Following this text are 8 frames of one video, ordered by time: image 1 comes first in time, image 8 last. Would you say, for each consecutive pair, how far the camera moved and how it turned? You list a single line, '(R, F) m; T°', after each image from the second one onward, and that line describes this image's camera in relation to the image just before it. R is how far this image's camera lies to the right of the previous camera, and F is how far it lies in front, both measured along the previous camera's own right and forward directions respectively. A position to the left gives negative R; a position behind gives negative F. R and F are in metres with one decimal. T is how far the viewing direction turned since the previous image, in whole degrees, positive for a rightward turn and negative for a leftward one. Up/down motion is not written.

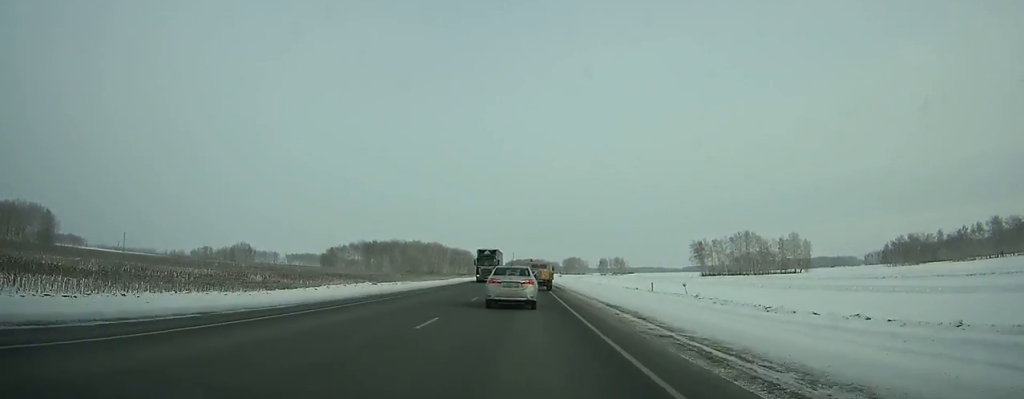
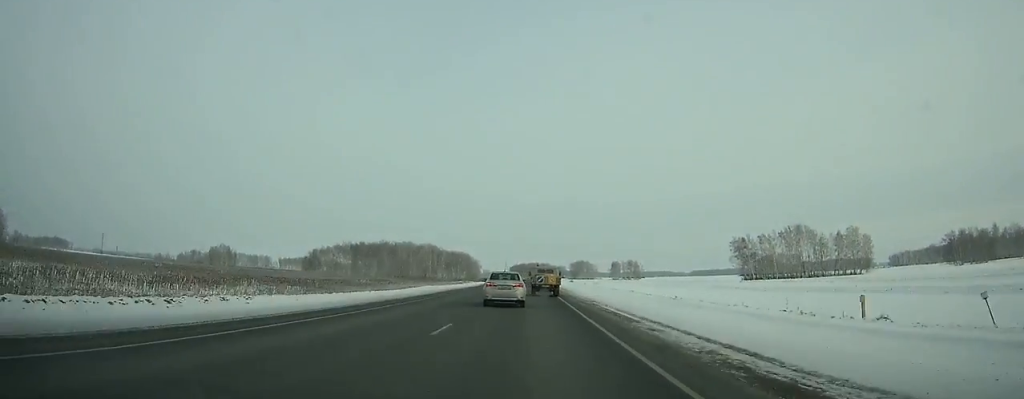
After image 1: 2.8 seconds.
(-0.2, +54.1) m; -1°
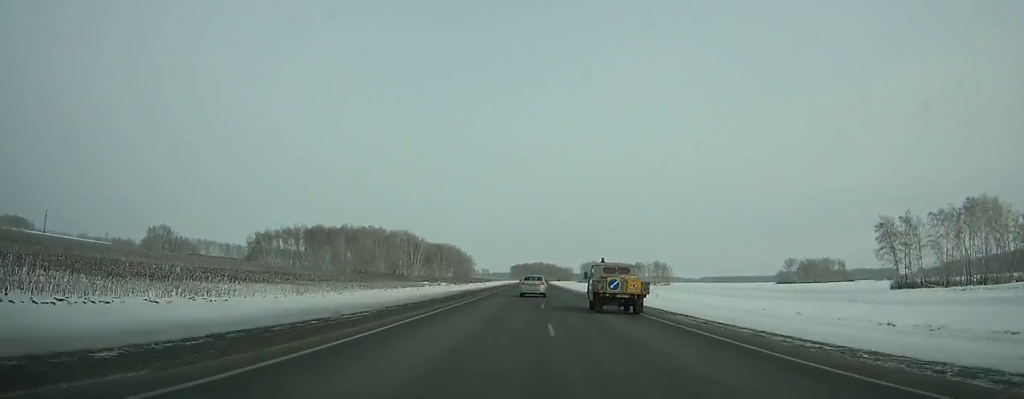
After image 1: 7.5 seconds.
(-0.8, +100.2) m; 0°
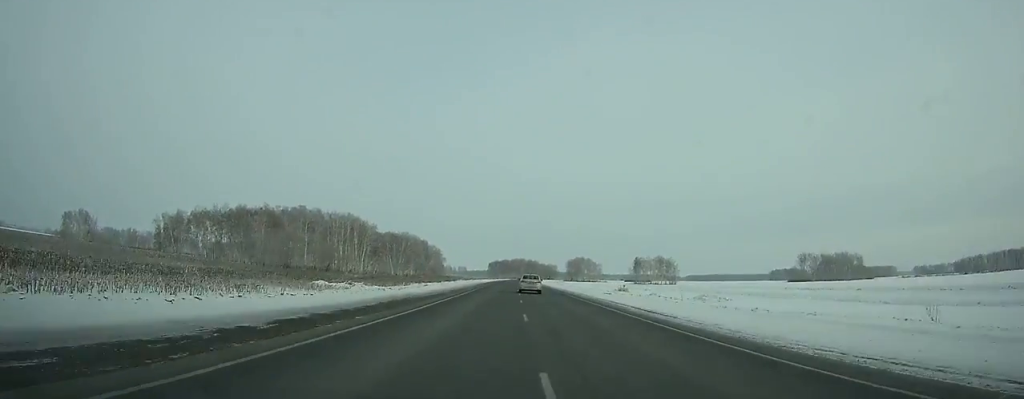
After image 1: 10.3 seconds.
(+0.9, +69.3) m; +1°
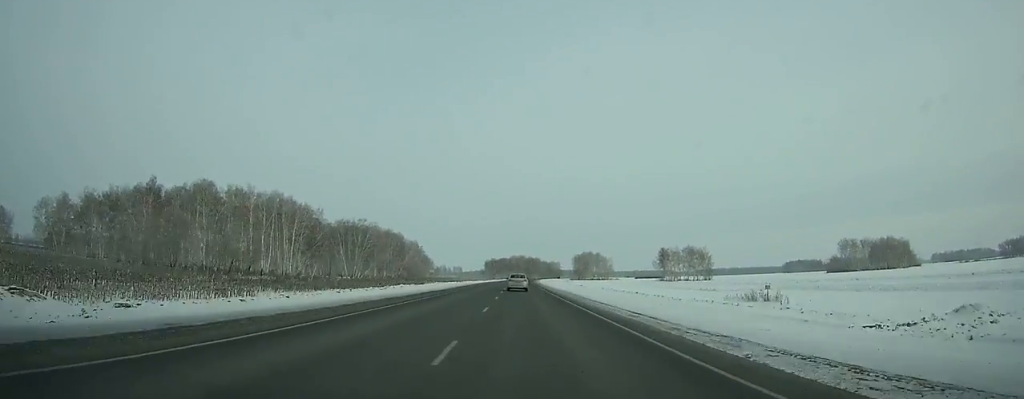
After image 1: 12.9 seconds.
(0.0, +69.6) m; 0°
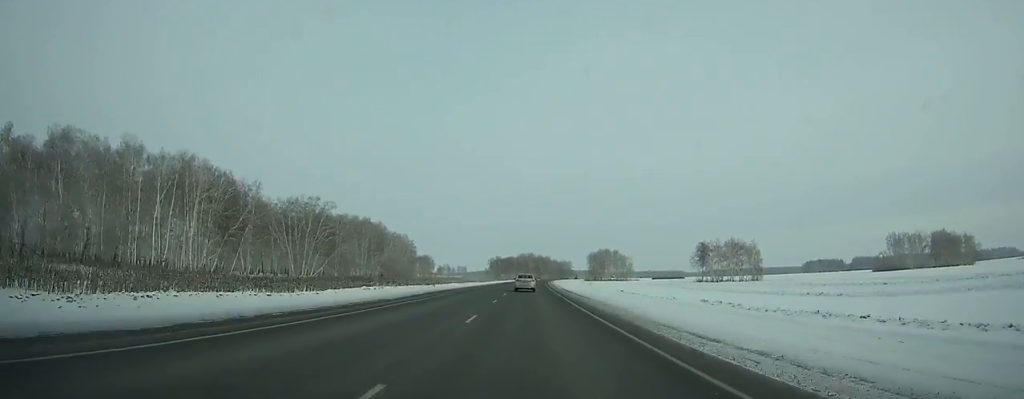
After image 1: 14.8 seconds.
(+0.1, +52.8) m; 0°
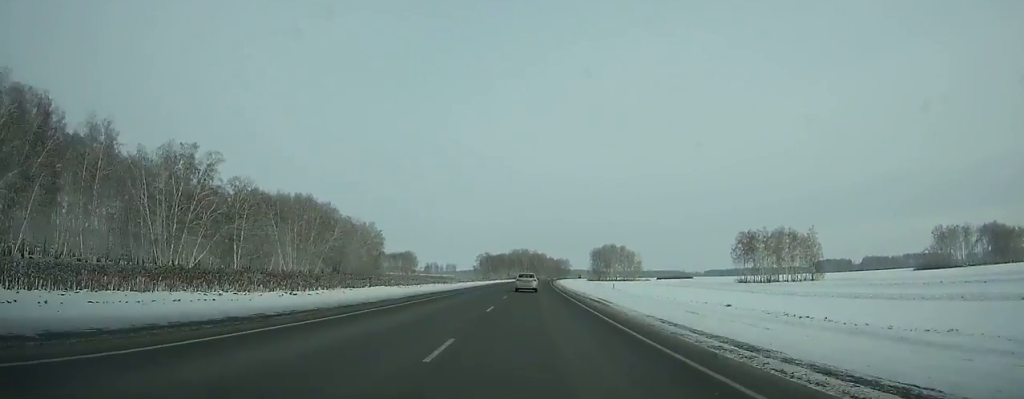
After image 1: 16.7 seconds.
(0.0, +53.6) m; +1°
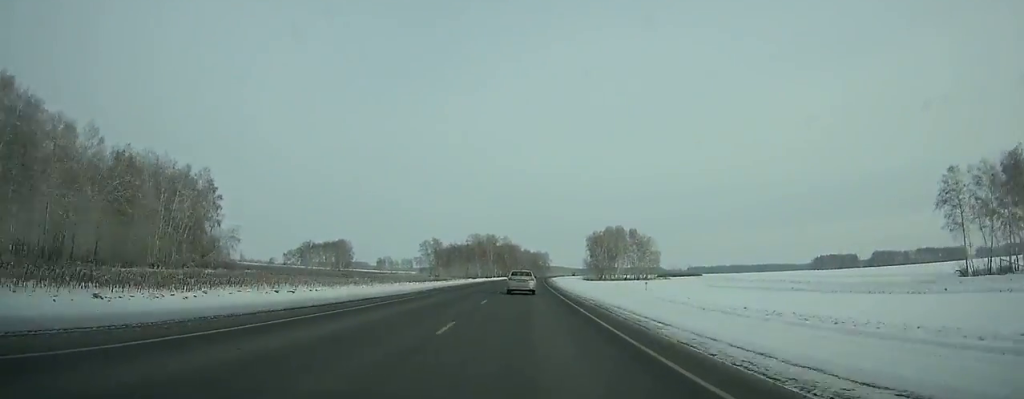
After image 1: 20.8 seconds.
(+1.8, +115.7) m; +2°
